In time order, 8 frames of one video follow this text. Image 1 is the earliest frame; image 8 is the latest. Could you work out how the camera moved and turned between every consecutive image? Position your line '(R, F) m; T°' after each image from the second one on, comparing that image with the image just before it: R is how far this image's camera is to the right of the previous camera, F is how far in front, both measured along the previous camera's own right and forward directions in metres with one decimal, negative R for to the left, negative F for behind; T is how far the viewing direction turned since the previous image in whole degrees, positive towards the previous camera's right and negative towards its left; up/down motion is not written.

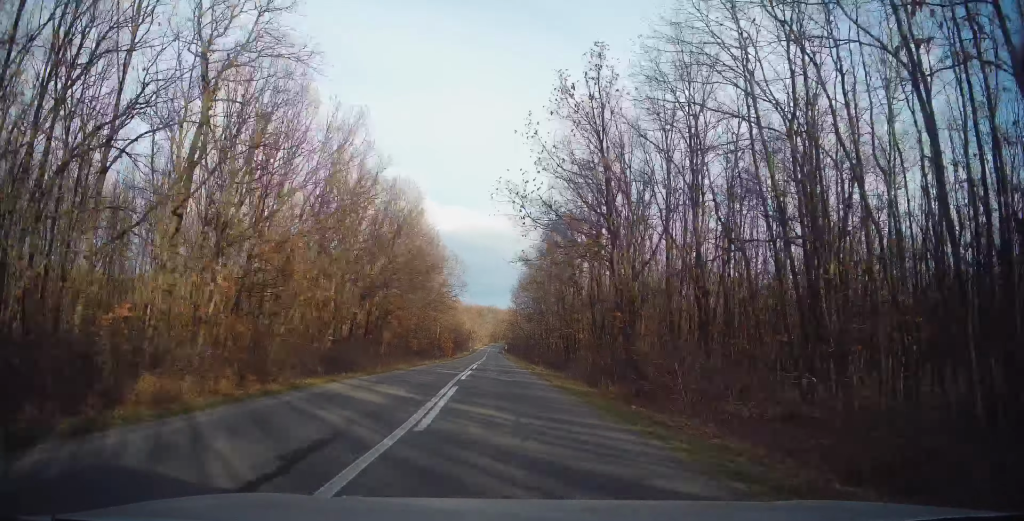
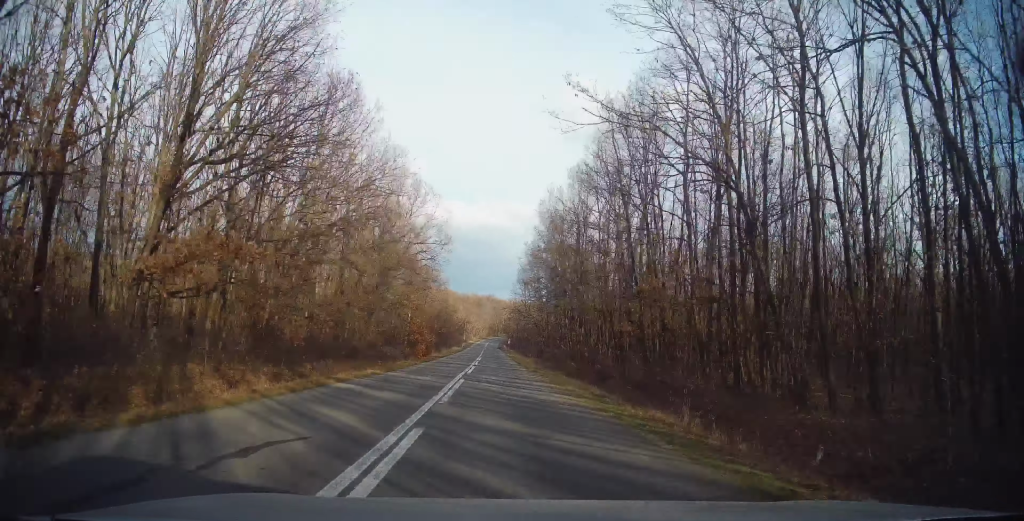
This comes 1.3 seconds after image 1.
(+0.7, +31.5) m; 0°
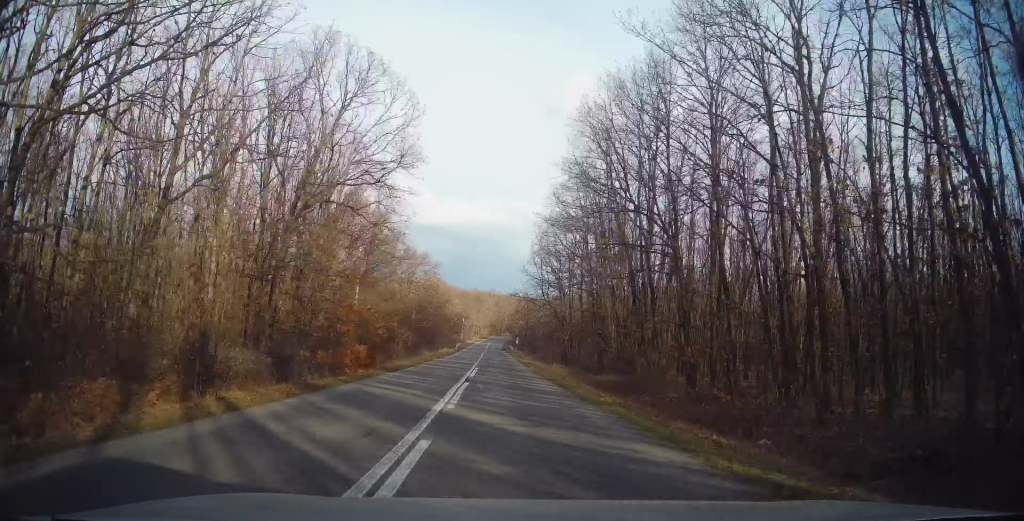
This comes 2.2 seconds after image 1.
(-0.5, +23.2) m; -1°
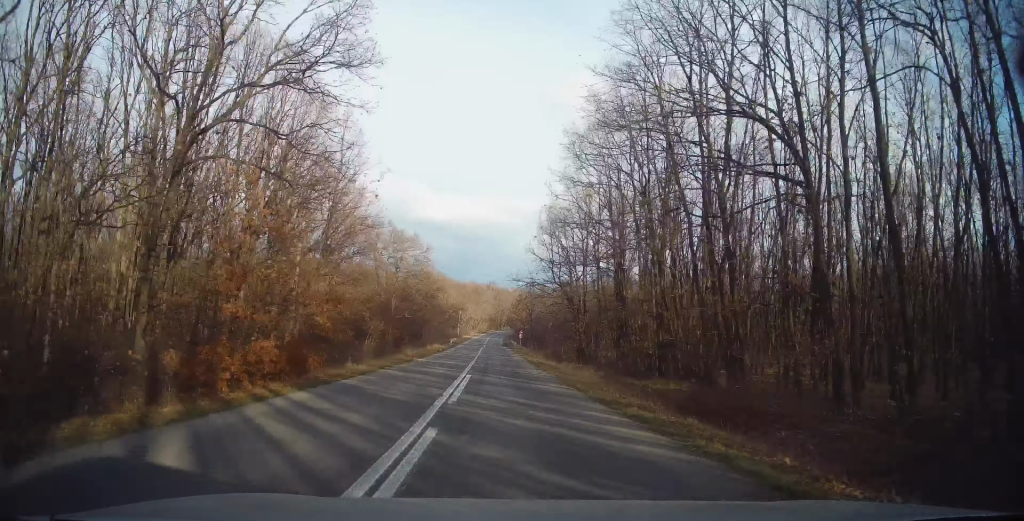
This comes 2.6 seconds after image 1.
(+0.1, +10.5) m; 0°
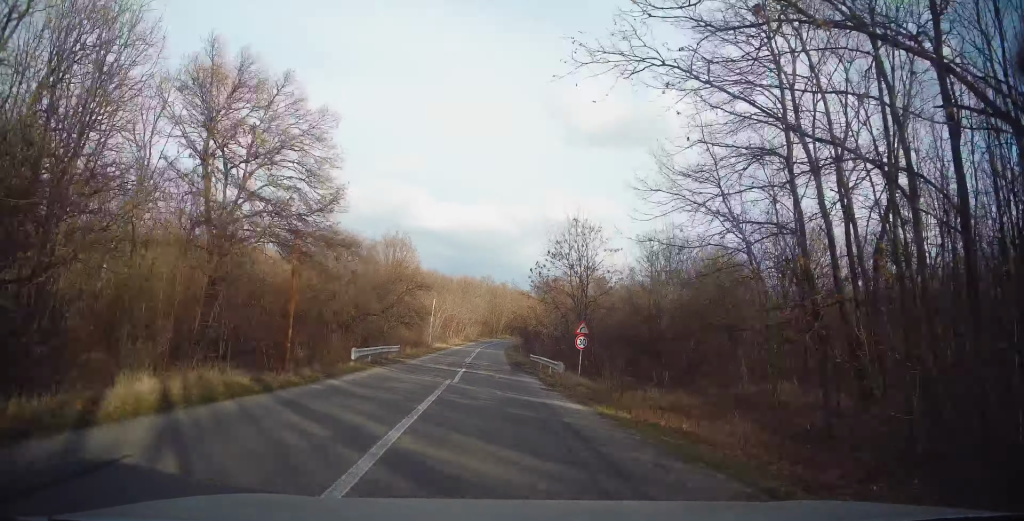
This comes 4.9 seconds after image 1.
(+0.1, +46.1) m; -1°
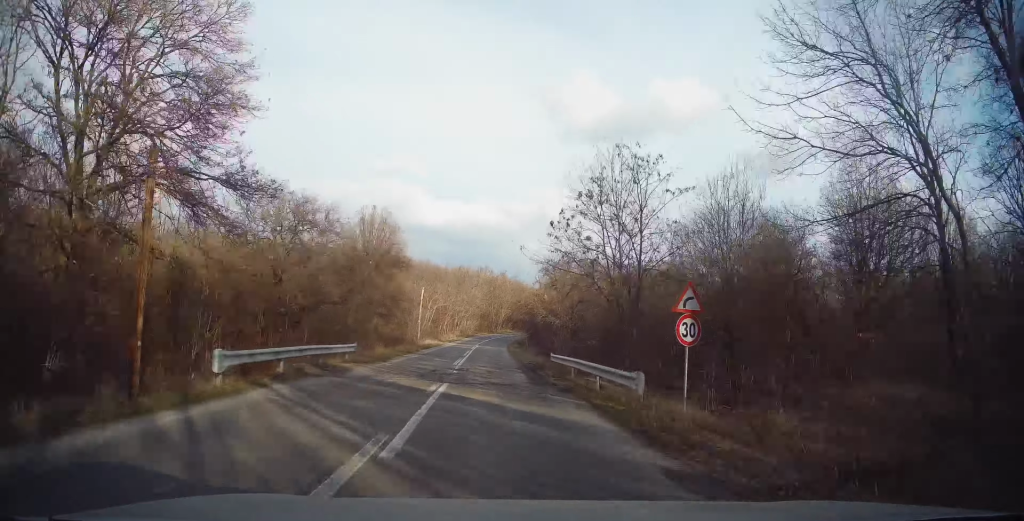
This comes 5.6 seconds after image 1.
(-0.3, +12.1) m; -1°
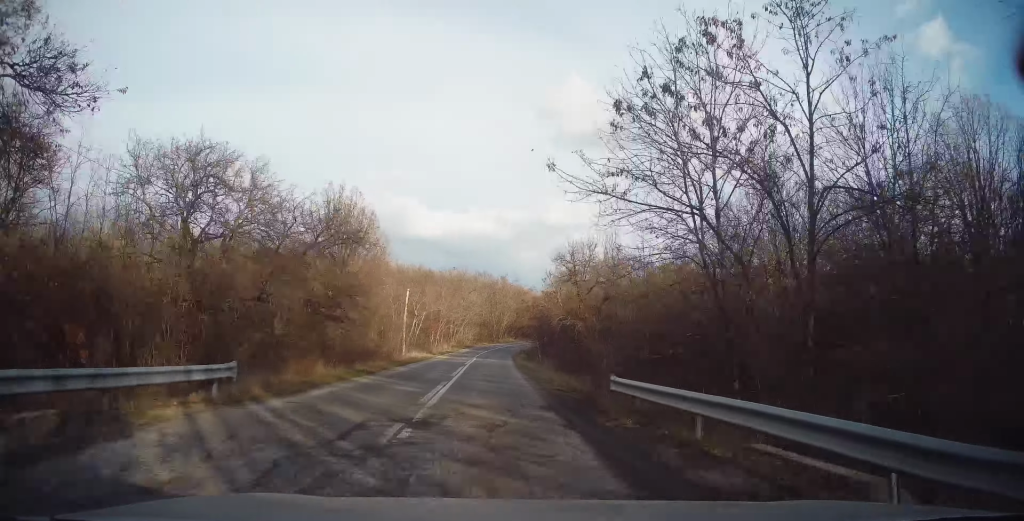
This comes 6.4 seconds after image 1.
(-0.1, +12.6) m; +1°
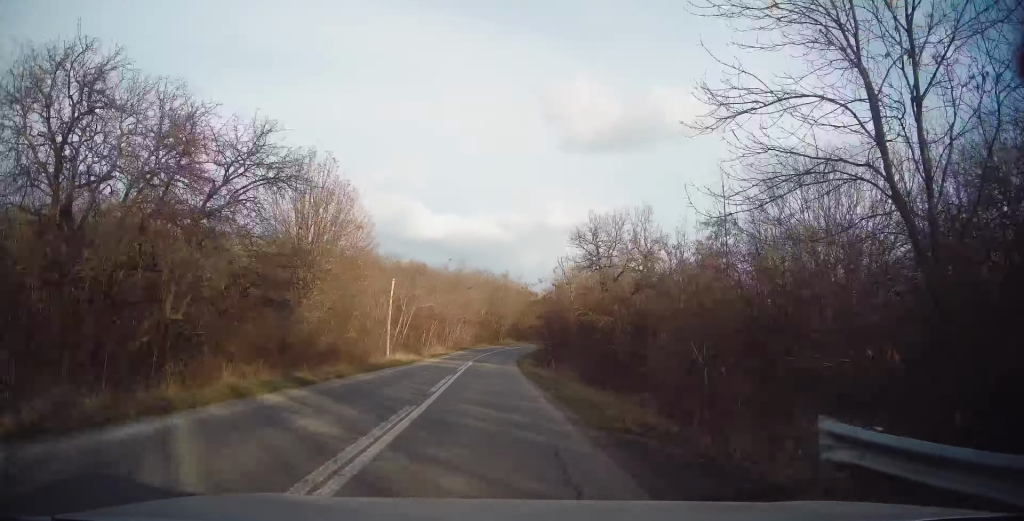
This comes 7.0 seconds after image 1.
(+0.2, +8.3) m; +1°
